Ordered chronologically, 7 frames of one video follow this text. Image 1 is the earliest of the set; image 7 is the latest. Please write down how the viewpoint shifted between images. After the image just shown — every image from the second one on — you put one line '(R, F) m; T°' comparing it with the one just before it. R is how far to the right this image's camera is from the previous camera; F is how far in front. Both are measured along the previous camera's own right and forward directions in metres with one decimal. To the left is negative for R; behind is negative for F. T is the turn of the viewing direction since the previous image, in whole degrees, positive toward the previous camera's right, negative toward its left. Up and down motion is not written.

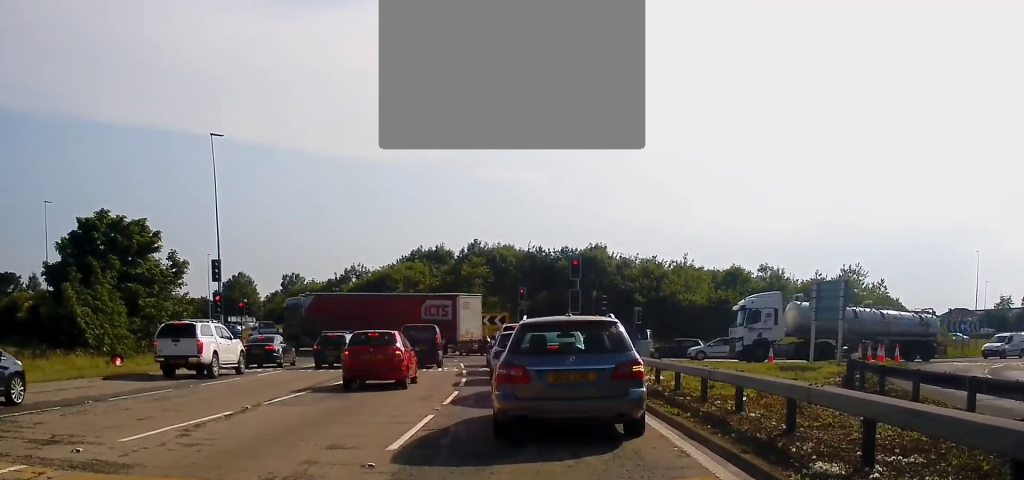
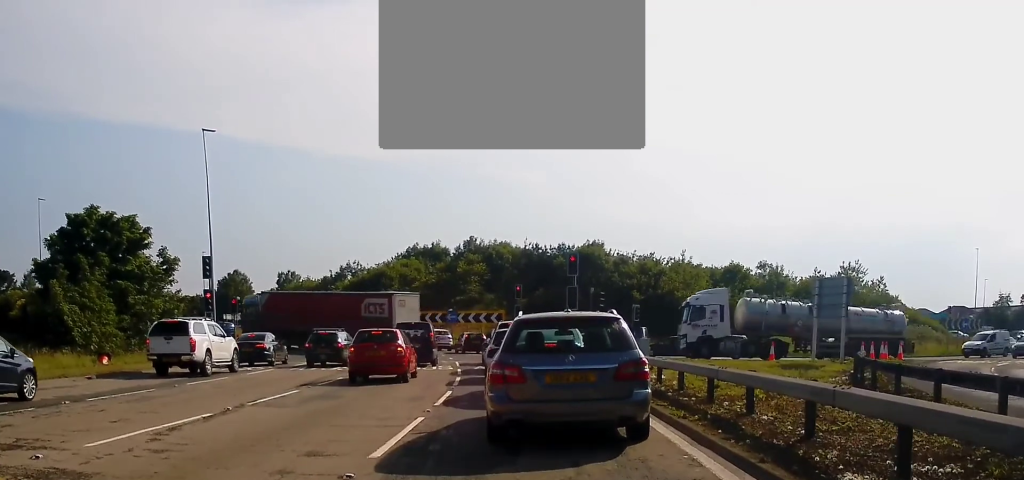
(0.0, +0.6) m; 0°
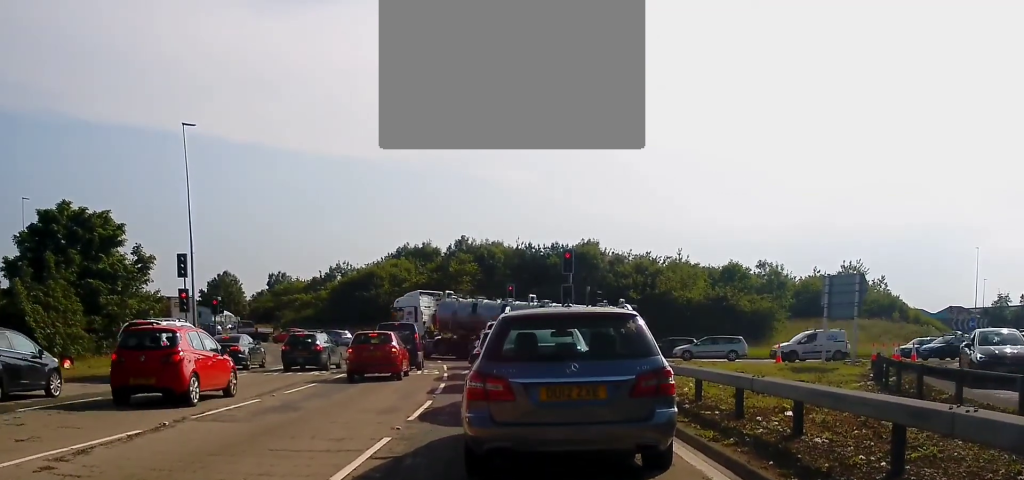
(+0.2, +1.6) m; 0°
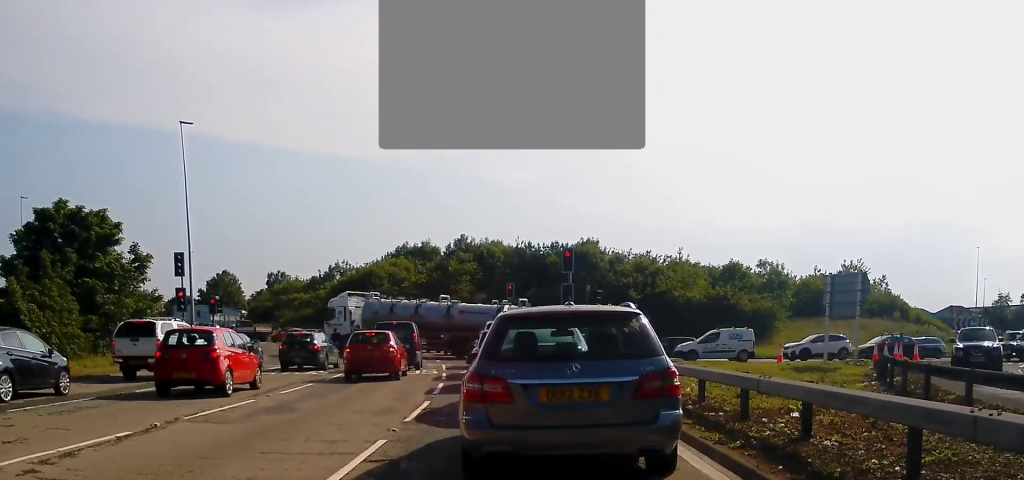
(-0.1, +0.2) m; 0°
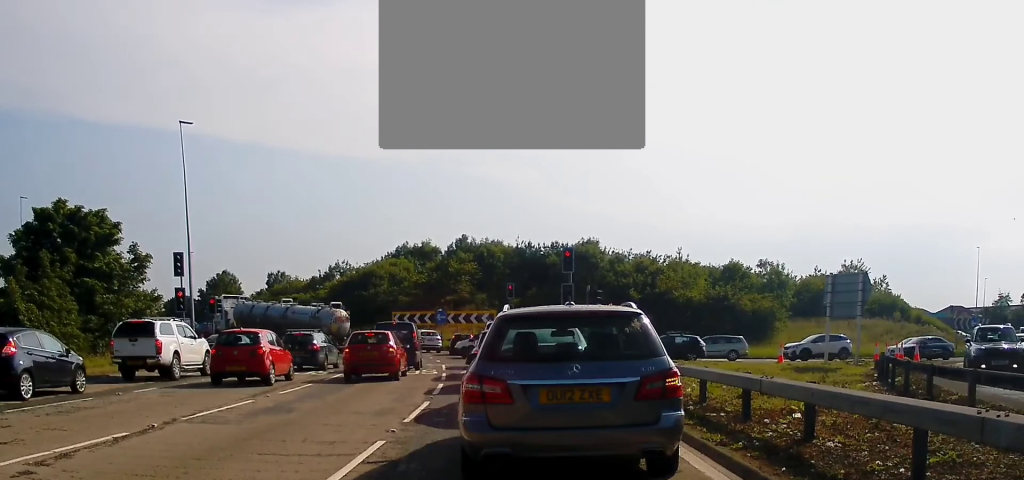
(0.0, +0.1) m; 0°
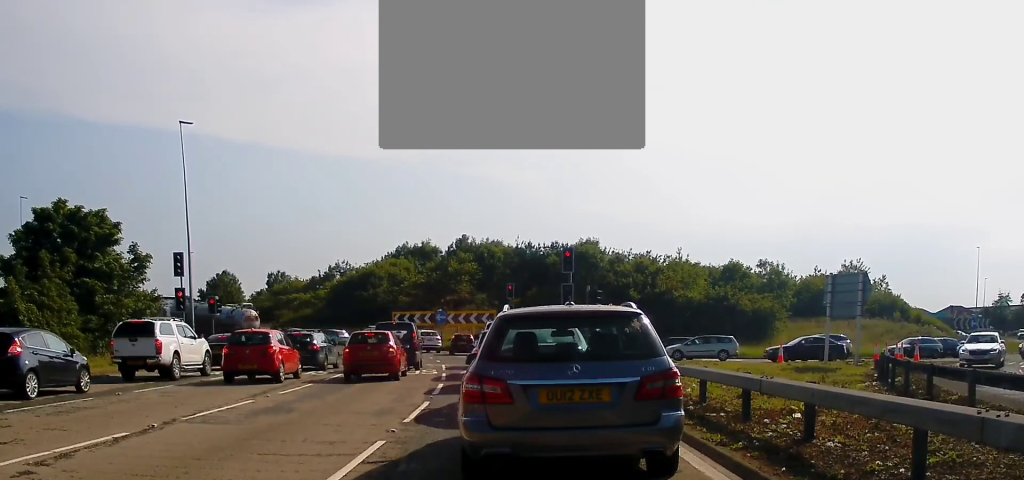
(0.0, 0.0) m; 0°
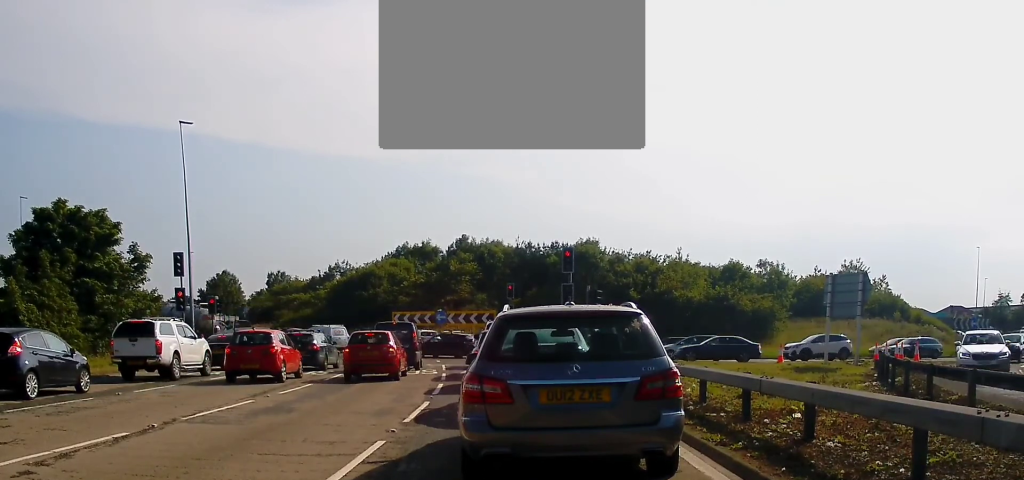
(0.0, 0.0) m; 0°
